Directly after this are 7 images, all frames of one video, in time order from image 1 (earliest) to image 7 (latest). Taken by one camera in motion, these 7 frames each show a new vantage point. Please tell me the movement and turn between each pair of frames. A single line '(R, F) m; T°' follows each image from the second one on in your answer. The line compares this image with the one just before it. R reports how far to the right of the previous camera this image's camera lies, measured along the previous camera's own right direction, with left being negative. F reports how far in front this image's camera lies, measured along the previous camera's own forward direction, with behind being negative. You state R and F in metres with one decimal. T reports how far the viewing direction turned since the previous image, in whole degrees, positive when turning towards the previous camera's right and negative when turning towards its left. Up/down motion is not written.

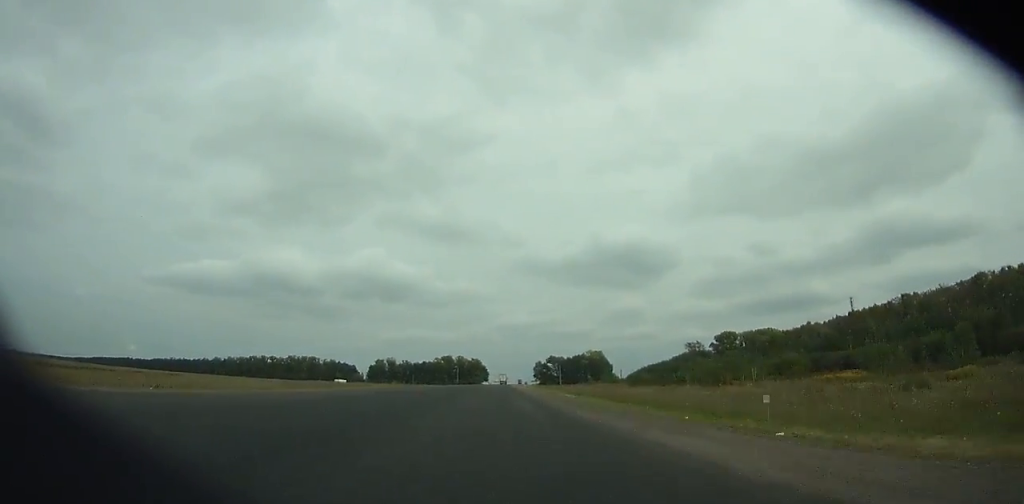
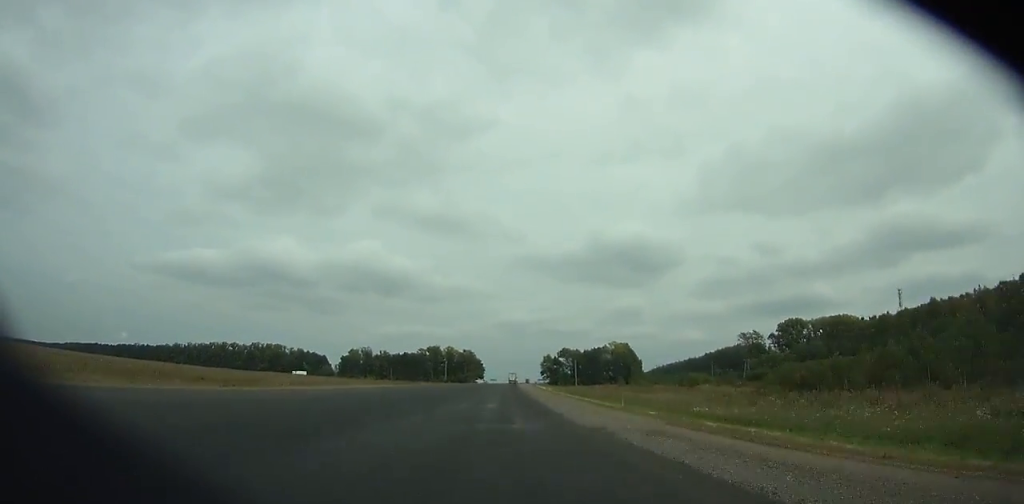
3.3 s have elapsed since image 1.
(+0.6, +84.6) m; +1°
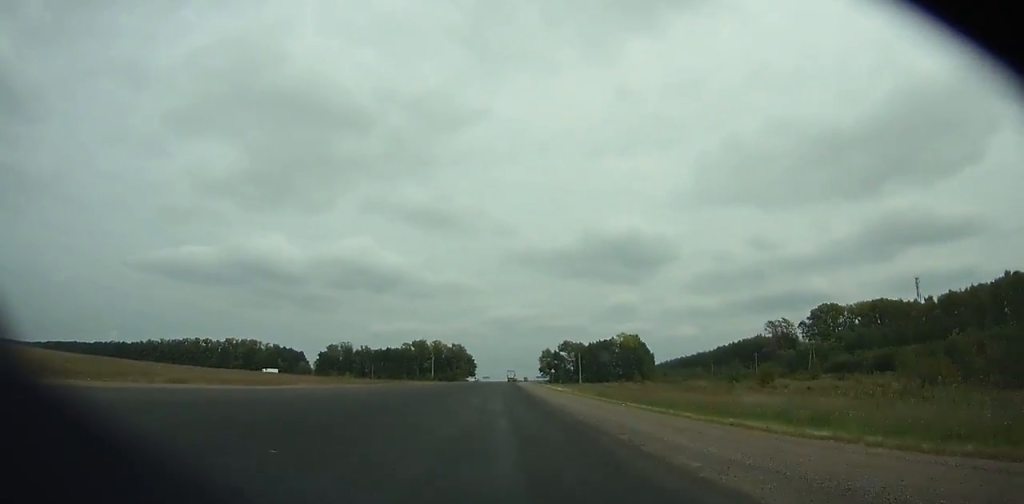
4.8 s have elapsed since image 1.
(+0.1, +38.7) m; 0°
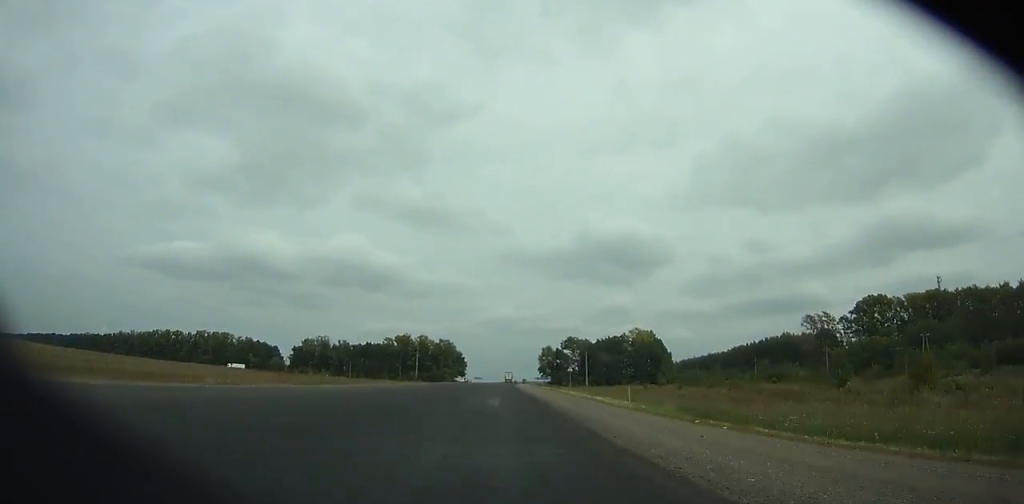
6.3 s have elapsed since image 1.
(+0.1, +38.3) m; 0°
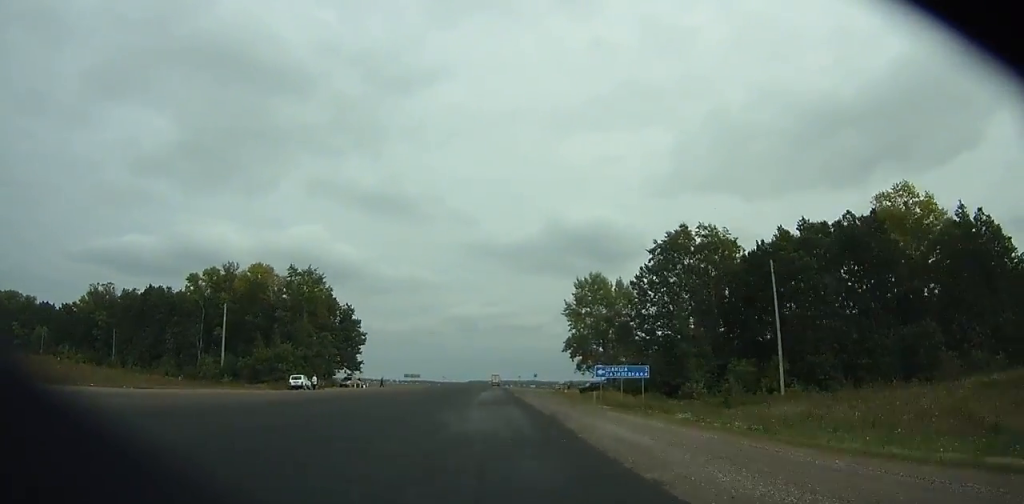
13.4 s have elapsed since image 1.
(+3.7, +174.6) m; +2°
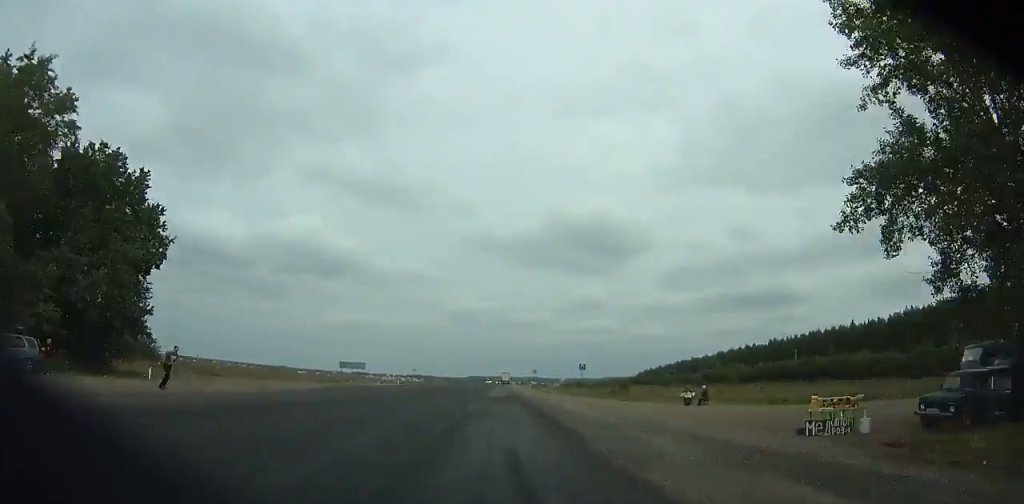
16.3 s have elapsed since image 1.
(+0.2, +69.6) m; +1°
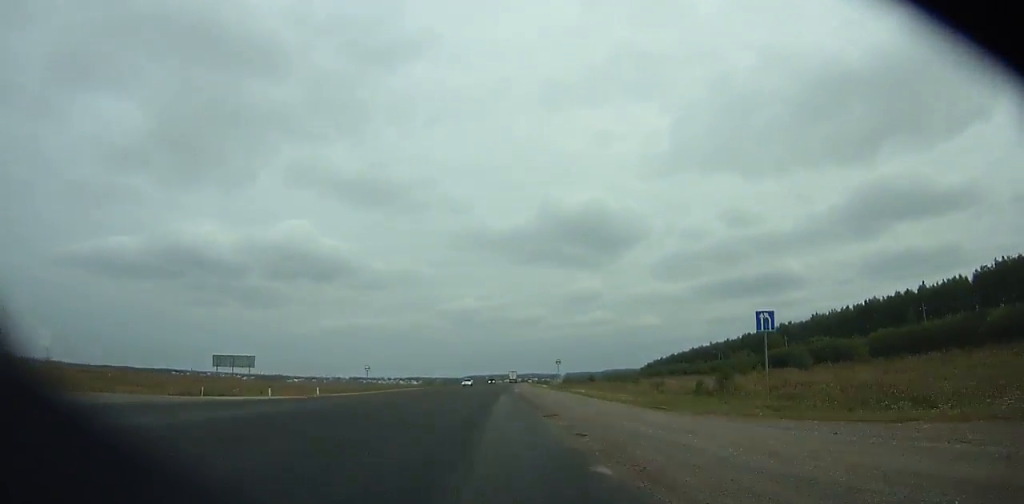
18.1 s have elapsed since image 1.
(+0.2, +43.2) m; 0°
